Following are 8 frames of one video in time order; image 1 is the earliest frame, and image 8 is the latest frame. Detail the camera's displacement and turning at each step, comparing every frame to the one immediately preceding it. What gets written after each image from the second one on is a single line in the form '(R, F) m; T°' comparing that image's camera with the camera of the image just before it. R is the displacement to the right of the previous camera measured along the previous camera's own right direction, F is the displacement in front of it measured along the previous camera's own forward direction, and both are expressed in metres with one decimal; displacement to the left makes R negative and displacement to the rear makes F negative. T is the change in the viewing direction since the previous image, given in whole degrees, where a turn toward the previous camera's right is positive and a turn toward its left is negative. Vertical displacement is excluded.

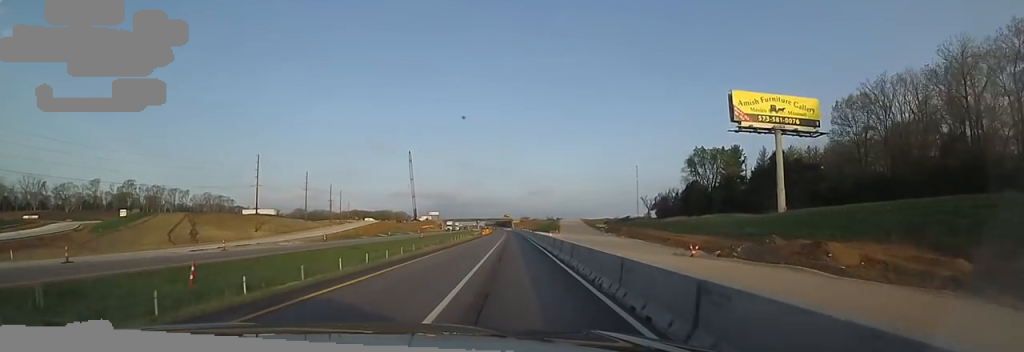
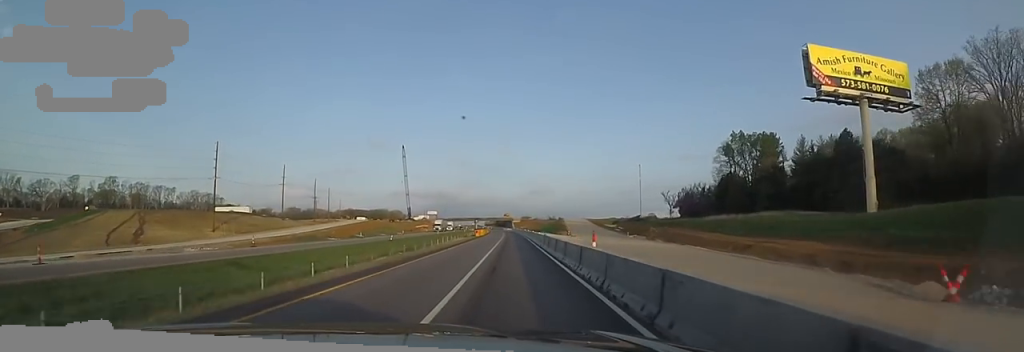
(-0.2, +18.3) m; -1°
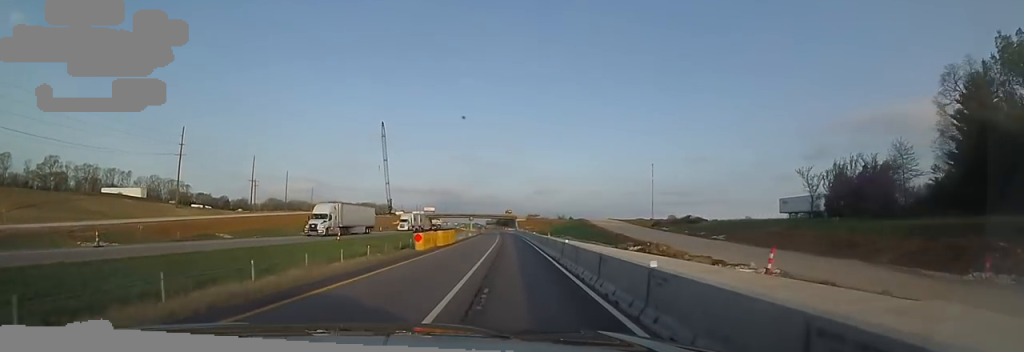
(-2.0, +53.8) m; -2°
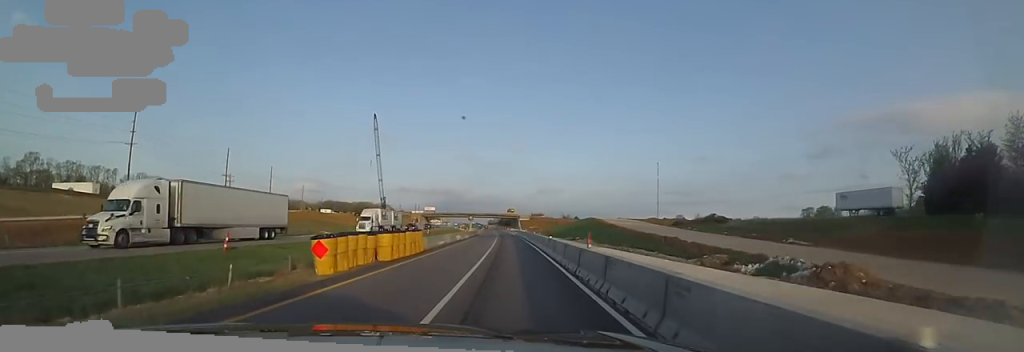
(+0.1, +16.4) m; 0°
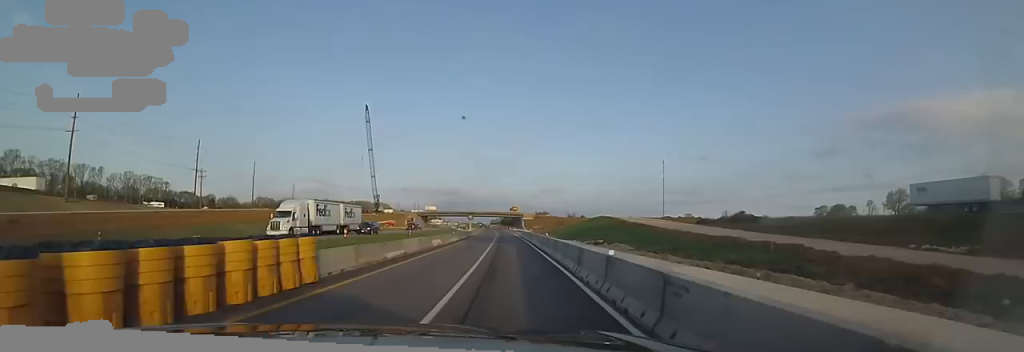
(0.0, +15.6) m; 0°
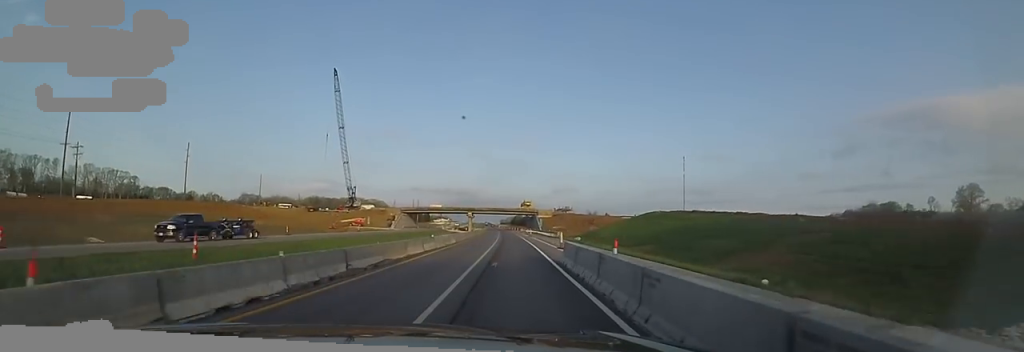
(-0.4, +46.3) m; 0°
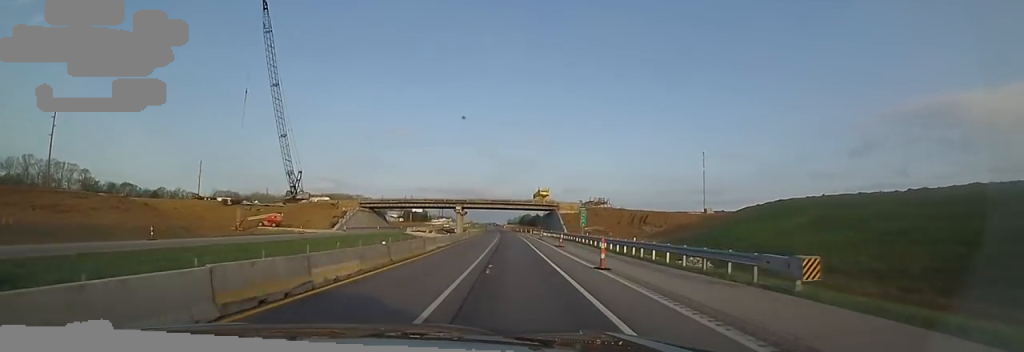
(-1.6, +49.7) m; -3°
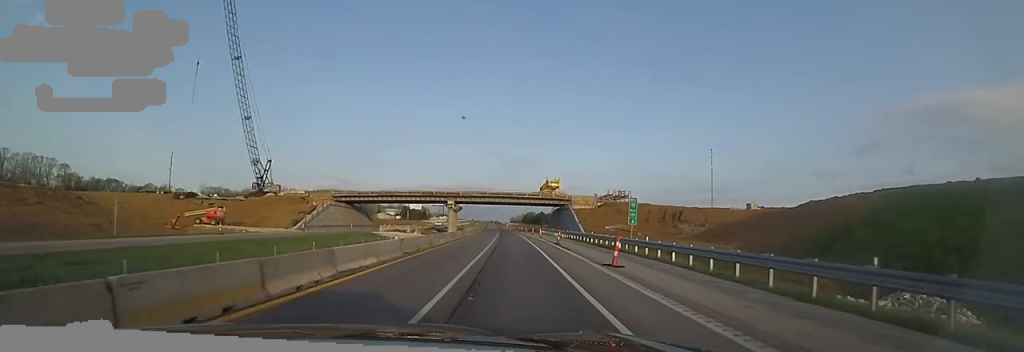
(-0.2, +17.6) m; 0°
